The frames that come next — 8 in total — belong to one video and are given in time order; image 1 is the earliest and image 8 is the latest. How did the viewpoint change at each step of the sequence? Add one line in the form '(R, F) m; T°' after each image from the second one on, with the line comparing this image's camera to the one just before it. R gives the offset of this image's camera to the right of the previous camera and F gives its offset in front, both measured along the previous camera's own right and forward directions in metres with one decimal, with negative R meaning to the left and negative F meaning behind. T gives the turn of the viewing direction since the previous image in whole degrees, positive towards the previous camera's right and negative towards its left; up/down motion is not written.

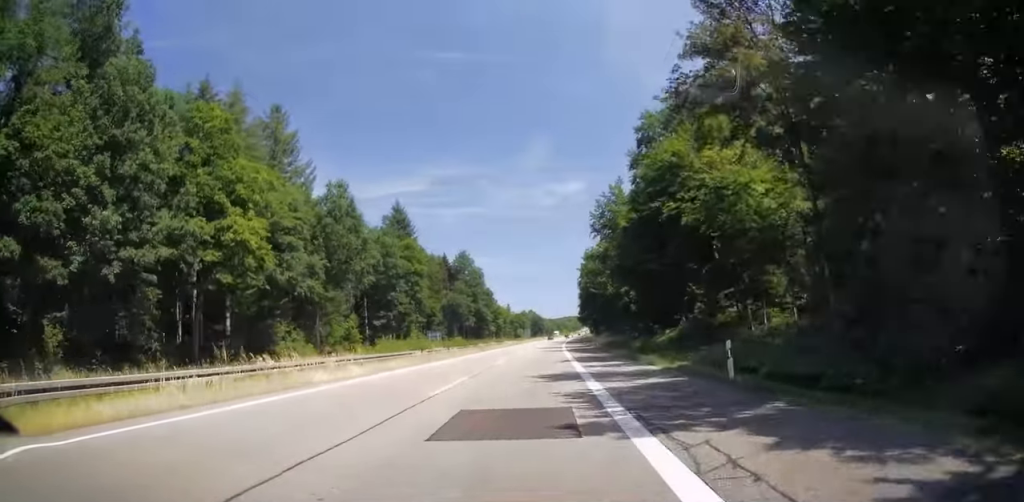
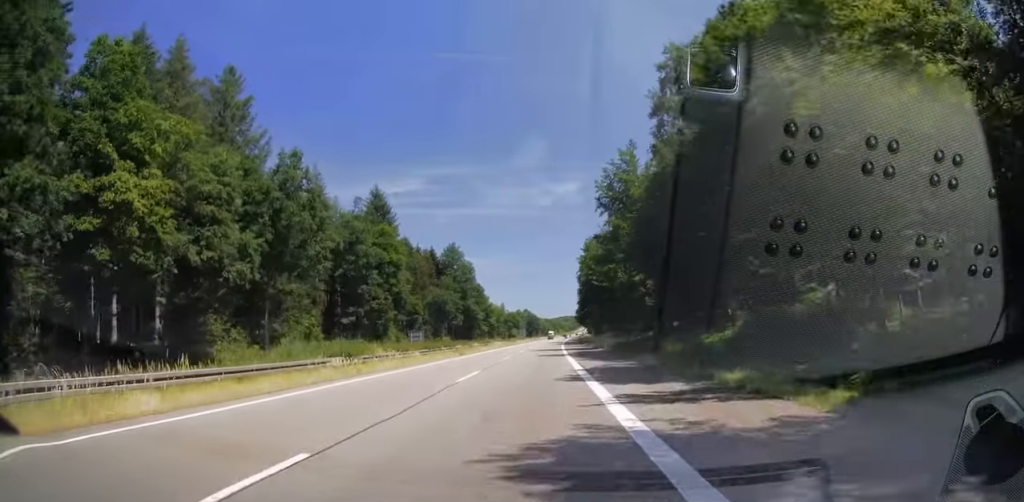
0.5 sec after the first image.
(+0.2, +13.8) m; 0°
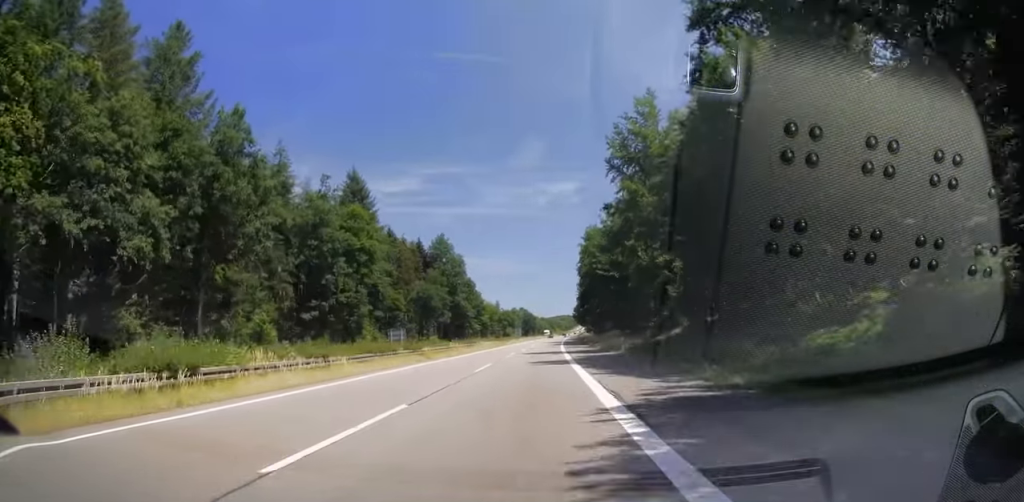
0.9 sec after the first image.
(-0.1, +12.8) m; 0°
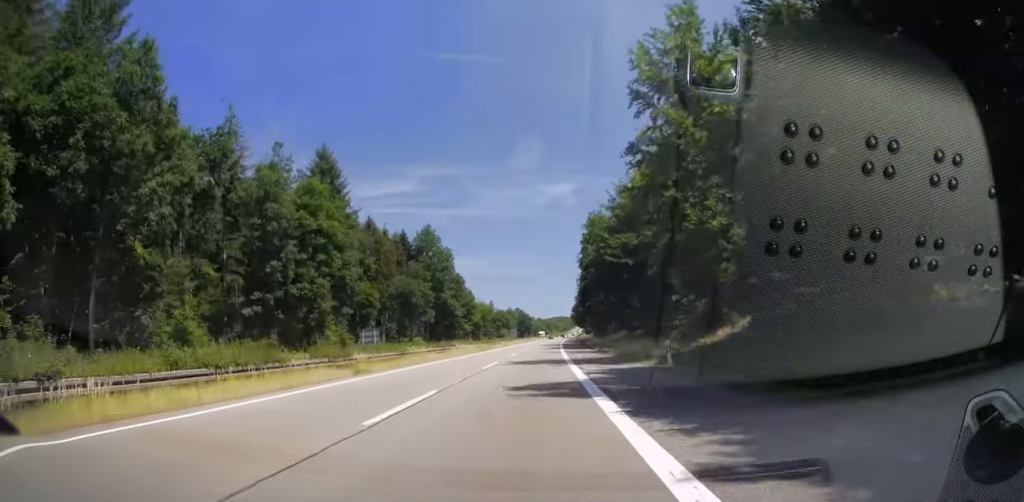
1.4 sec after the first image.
(-0.3, +14.3) m; 0°
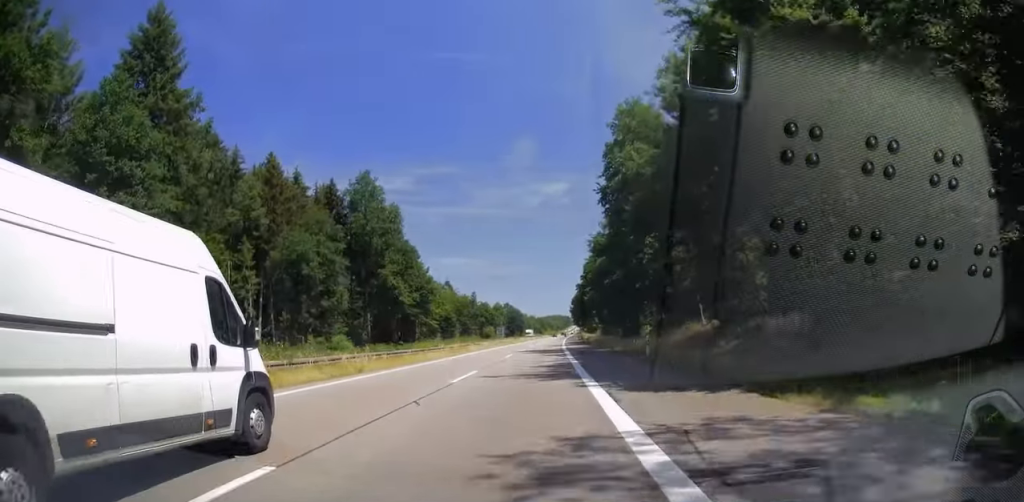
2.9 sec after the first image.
(+0.8, +45.6) m; +1°
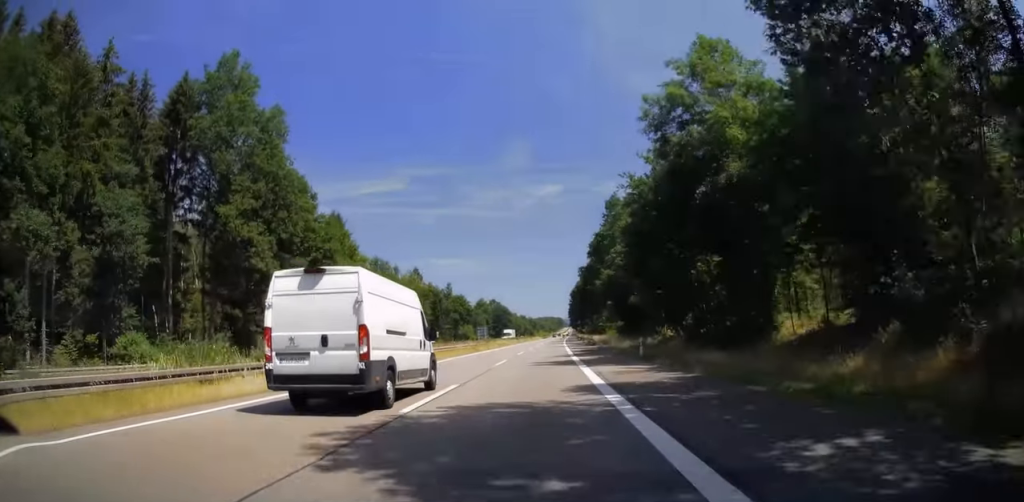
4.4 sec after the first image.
(+0.2, +43.1) m; 0°
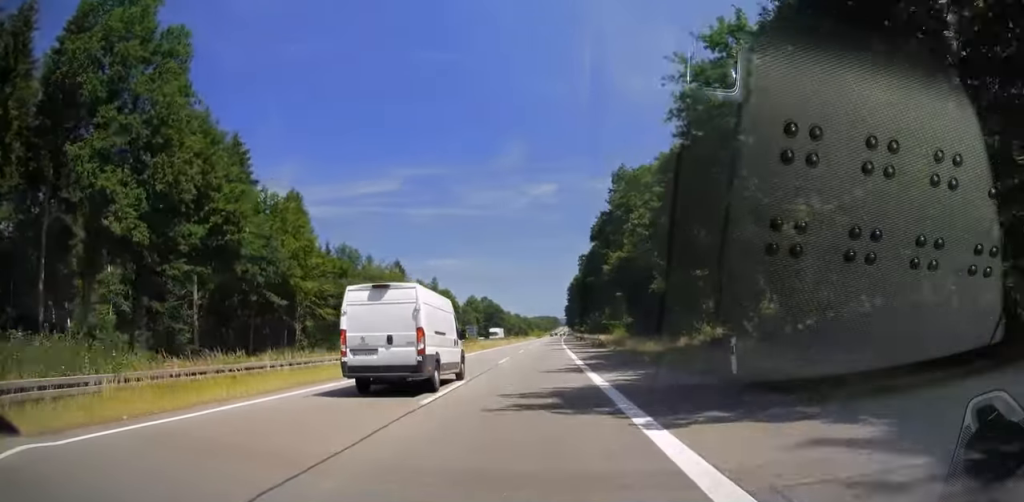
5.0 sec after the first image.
(-0.1, +16.7) m; 0°
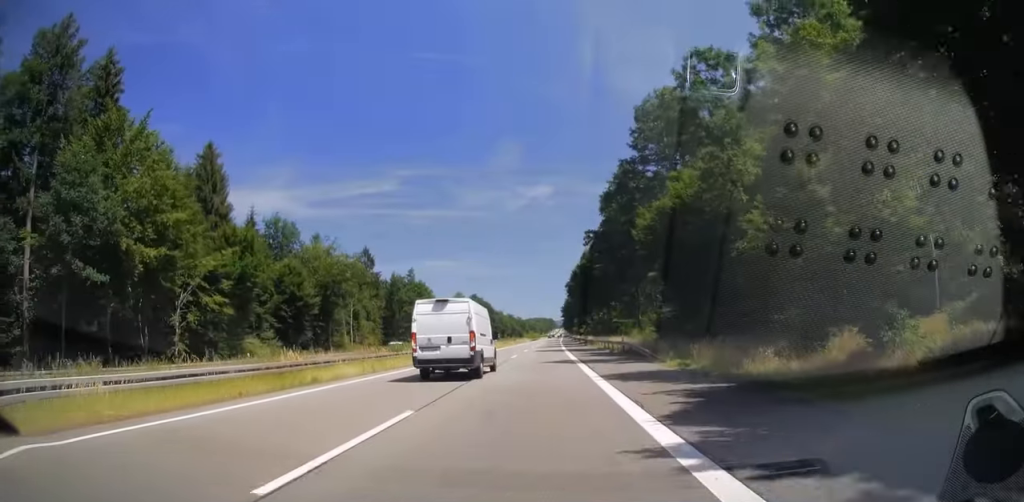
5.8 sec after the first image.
(0.0, +25.1) m; +1°
